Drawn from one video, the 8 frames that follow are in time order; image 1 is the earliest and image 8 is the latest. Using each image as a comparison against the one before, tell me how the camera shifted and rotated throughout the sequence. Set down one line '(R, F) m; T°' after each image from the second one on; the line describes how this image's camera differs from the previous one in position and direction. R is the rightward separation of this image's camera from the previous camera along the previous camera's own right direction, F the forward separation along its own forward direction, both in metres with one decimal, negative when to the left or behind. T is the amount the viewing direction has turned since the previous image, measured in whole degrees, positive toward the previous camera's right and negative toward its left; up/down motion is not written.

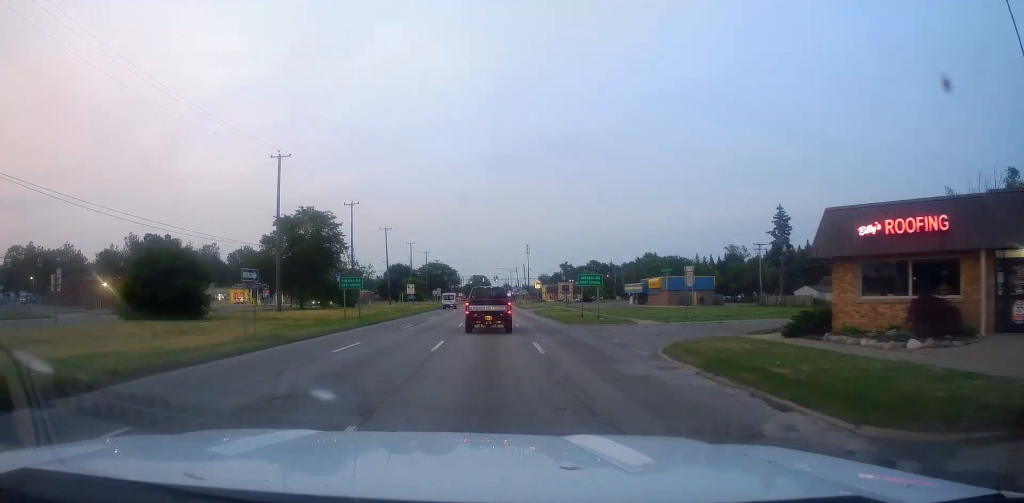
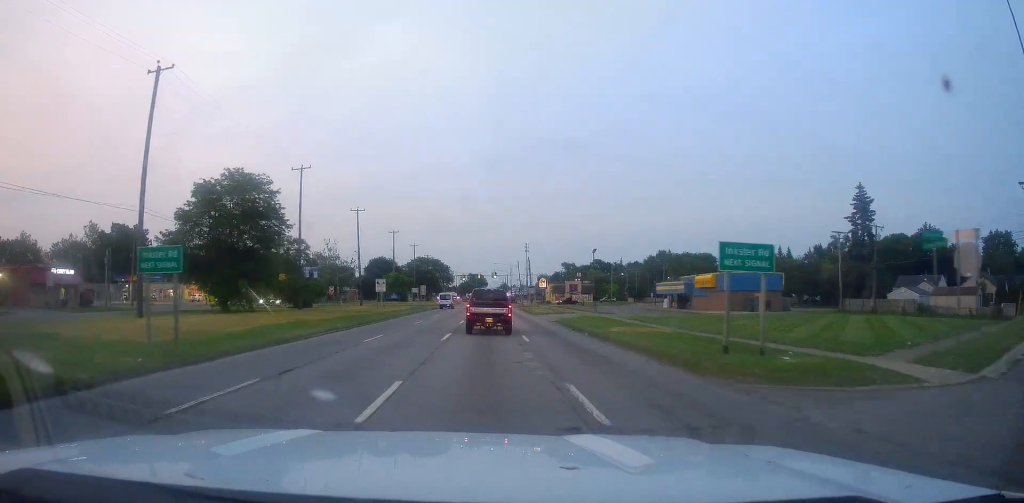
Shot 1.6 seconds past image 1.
(-0.2, +24.8) m; 0°
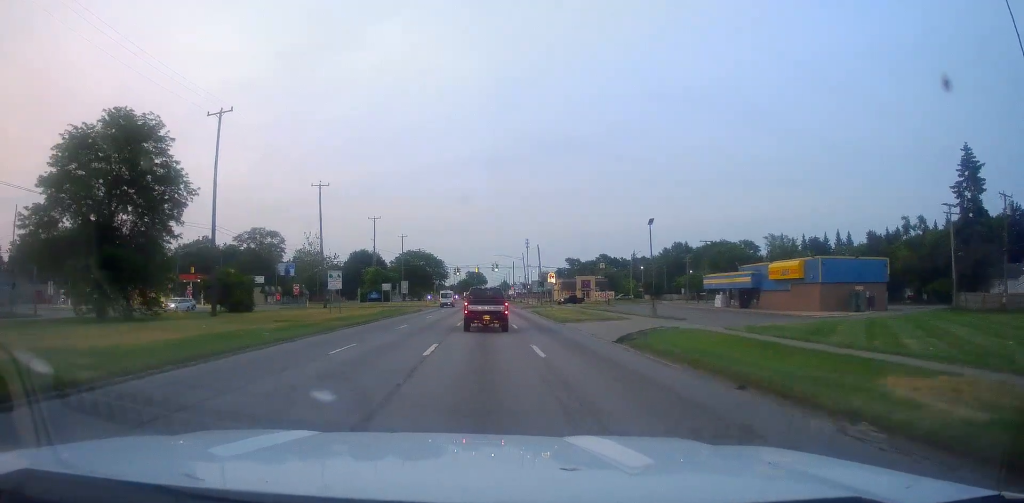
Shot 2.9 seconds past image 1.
(+0.2, +21.6) m; +1°
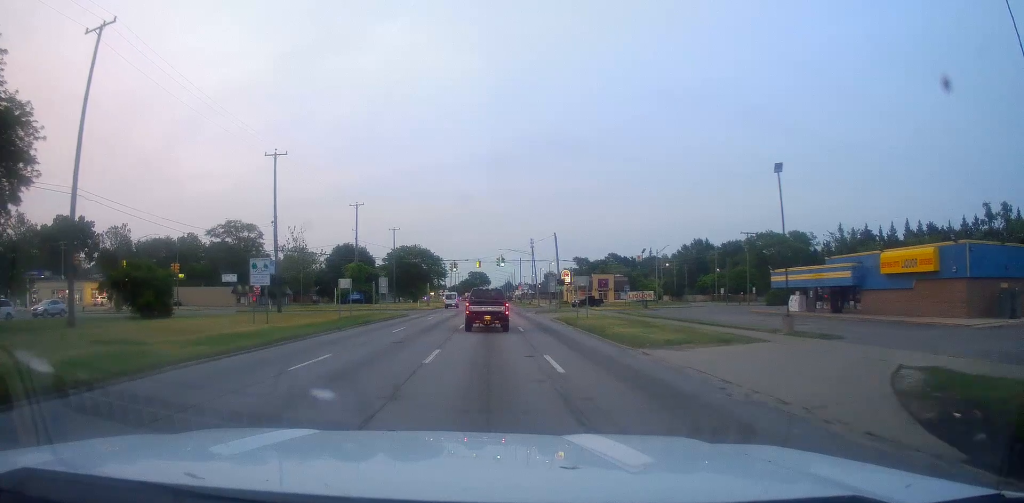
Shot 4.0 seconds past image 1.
(0.0, +17.4) m; -1°
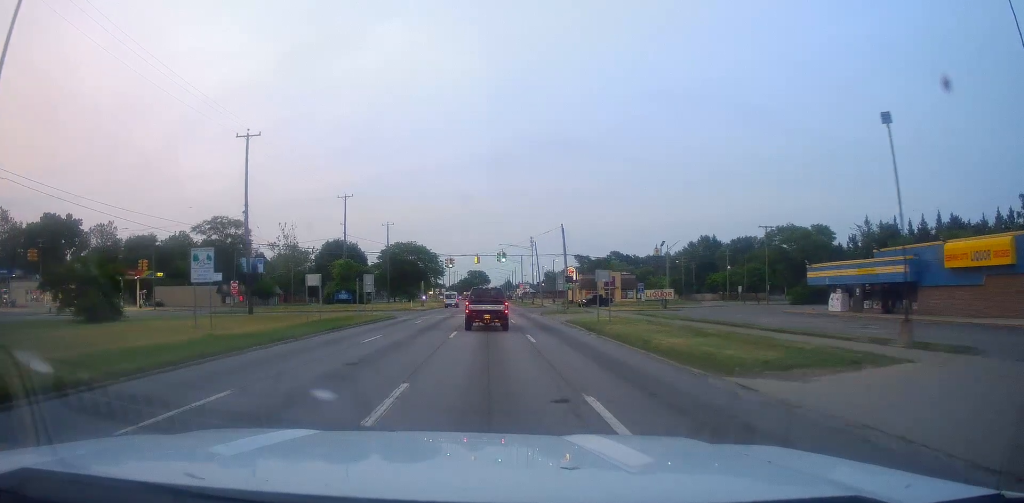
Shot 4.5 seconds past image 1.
(-0.4, +6.9) m; +1°
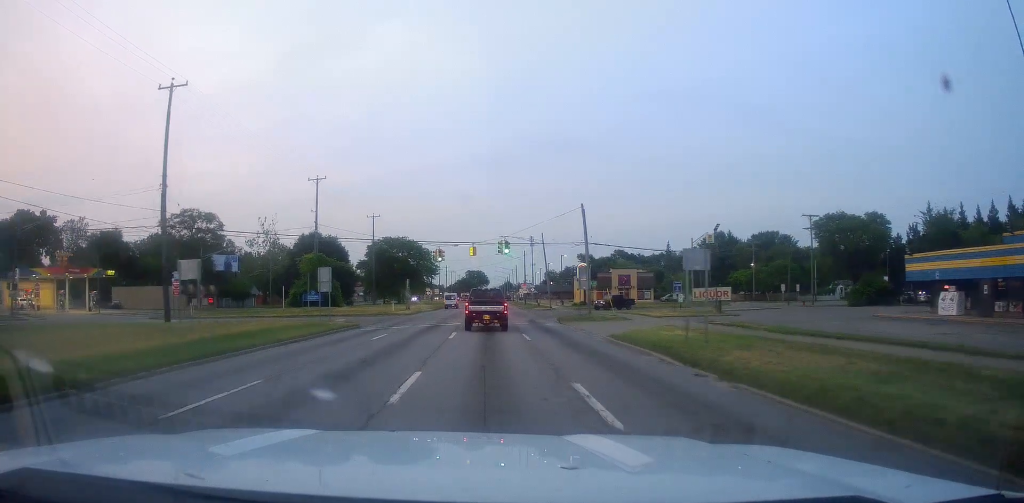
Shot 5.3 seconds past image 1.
(+0.5, +13.5) m; 0°
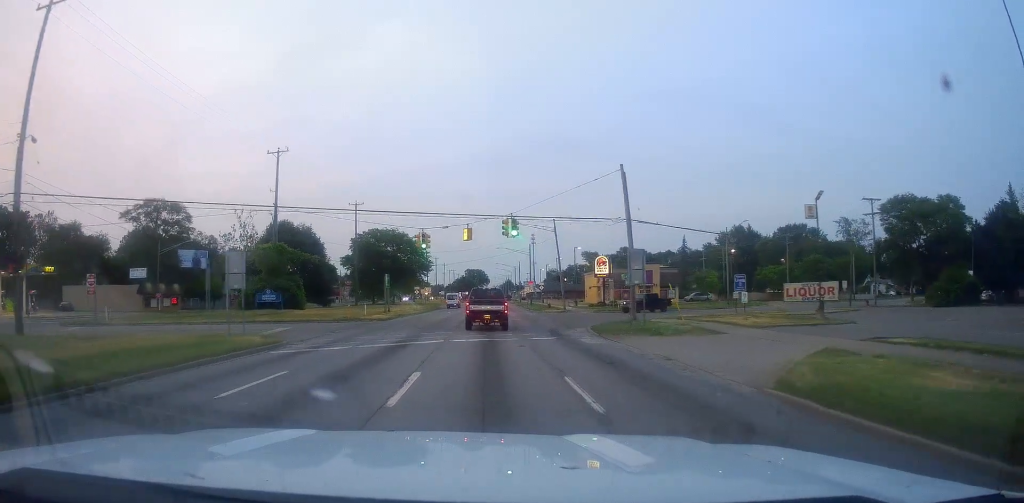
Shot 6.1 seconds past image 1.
(-0.1, +13.8) m; -1°
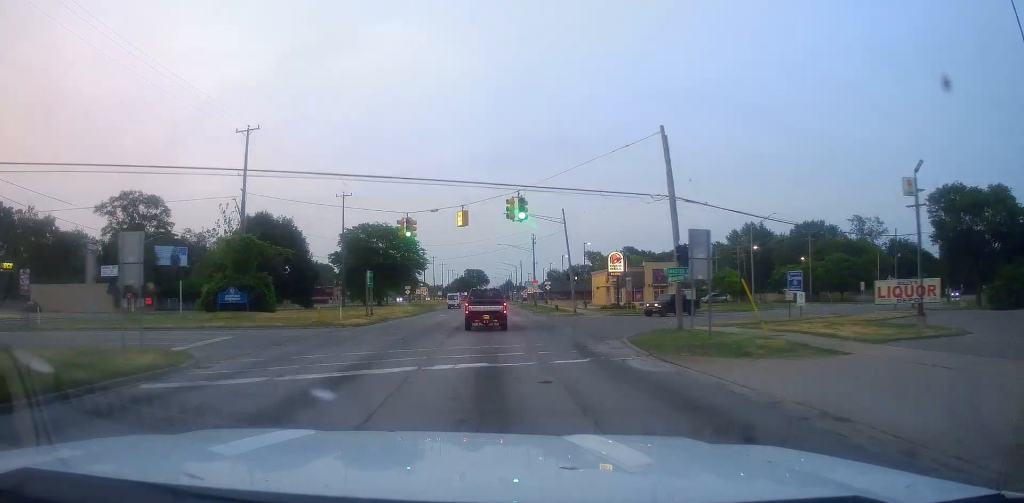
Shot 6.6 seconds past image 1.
(-0.7, +7.8) m; -1°
